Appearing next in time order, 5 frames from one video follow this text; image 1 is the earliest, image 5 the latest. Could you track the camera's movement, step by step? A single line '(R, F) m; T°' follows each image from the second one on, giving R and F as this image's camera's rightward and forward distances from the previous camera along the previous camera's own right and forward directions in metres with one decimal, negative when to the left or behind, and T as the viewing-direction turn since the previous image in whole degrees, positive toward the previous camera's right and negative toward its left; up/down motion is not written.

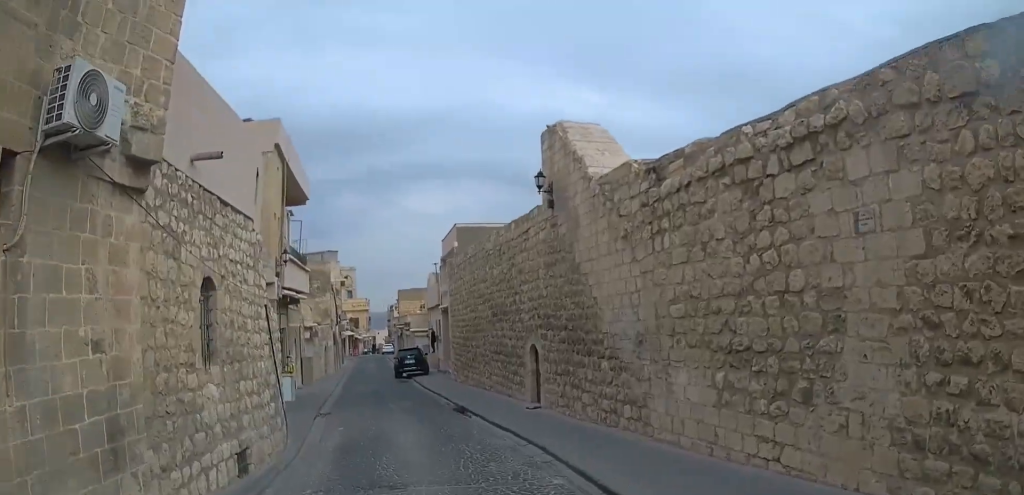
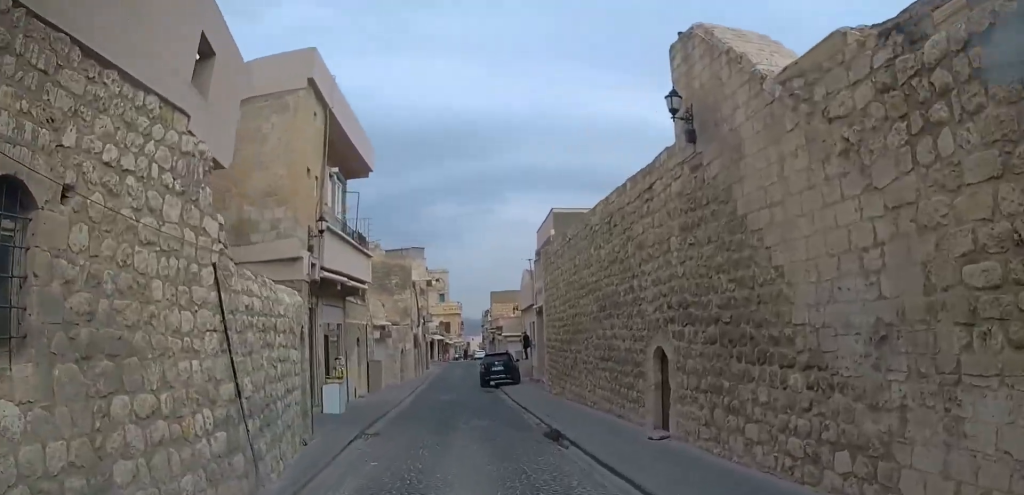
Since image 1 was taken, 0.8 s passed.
(-0.3, +3.7) m; -8°
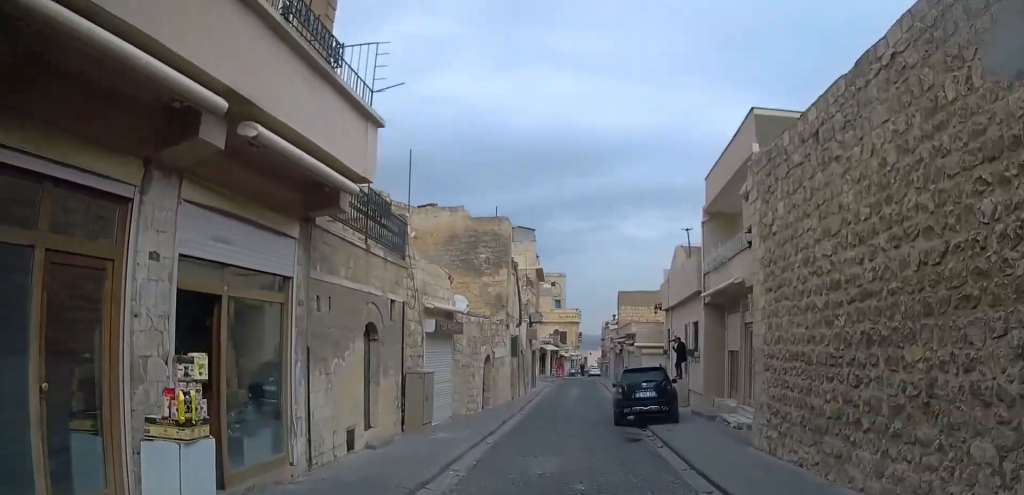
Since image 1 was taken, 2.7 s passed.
(-1.4, +13.3) m; -9°
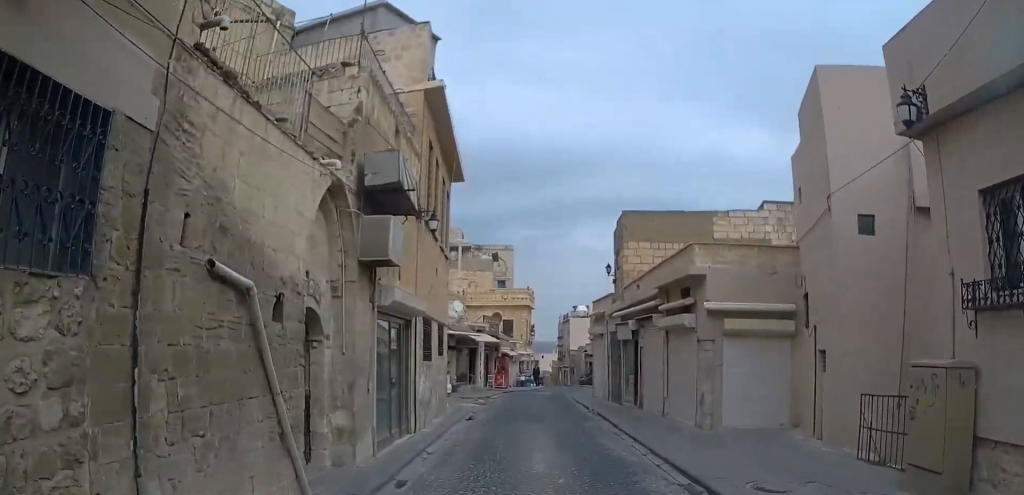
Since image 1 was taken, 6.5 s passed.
(-2.0, +30.0) m; -8°
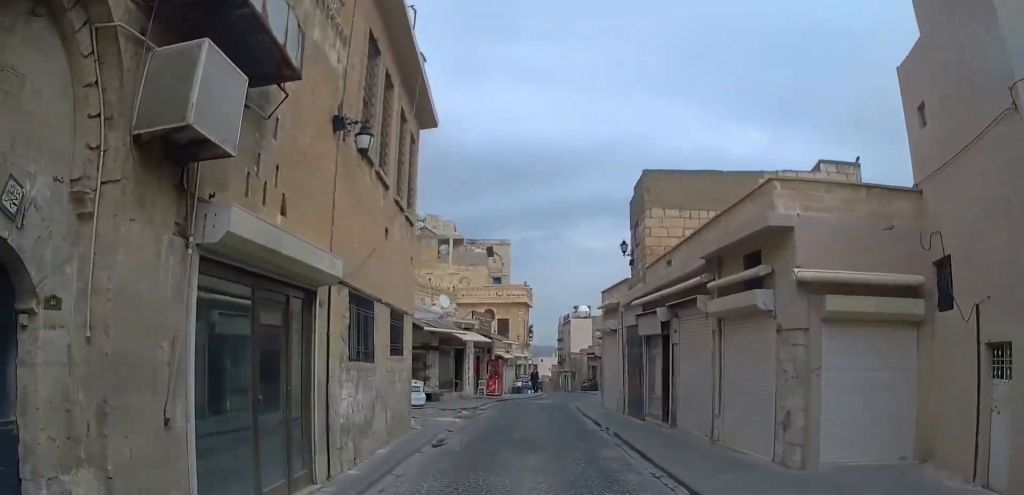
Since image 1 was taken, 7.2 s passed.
(-0.3, +5.4) m; -2°
